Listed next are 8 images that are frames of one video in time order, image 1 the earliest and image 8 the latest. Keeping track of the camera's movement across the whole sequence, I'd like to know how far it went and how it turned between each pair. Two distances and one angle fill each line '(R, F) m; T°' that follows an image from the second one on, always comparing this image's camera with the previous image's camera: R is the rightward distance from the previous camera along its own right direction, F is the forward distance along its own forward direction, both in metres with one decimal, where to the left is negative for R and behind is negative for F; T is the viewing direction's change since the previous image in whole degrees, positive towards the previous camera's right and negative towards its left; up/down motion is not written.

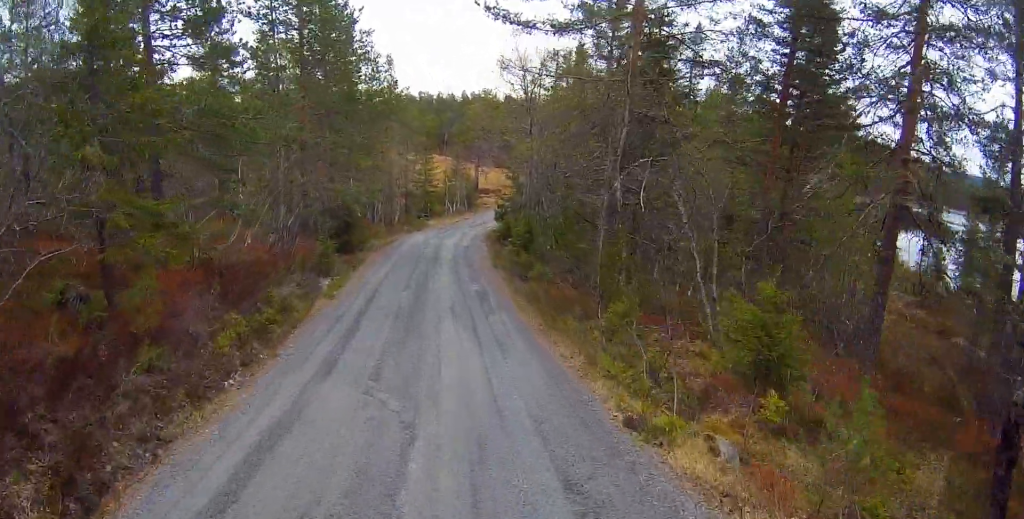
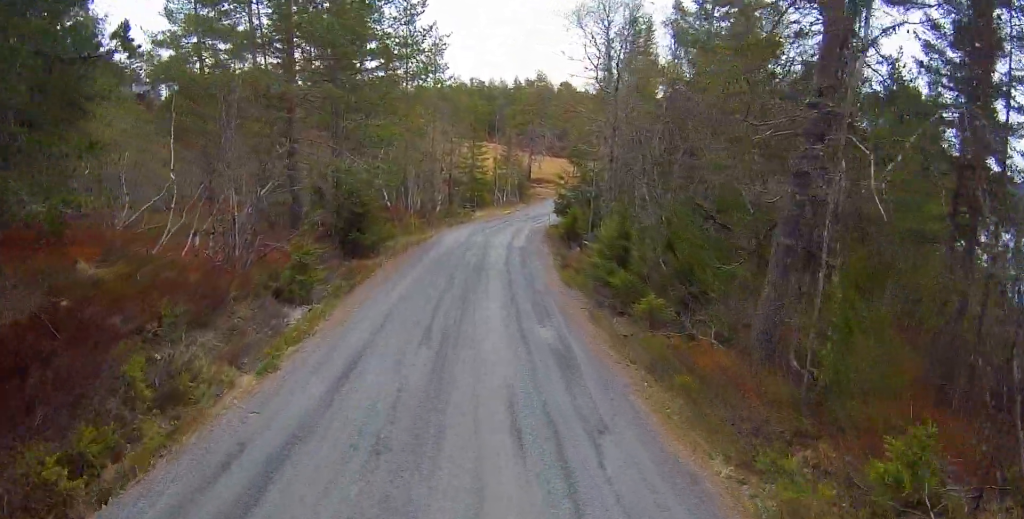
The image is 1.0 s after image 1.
(-0.7, +6.9) m; -8°
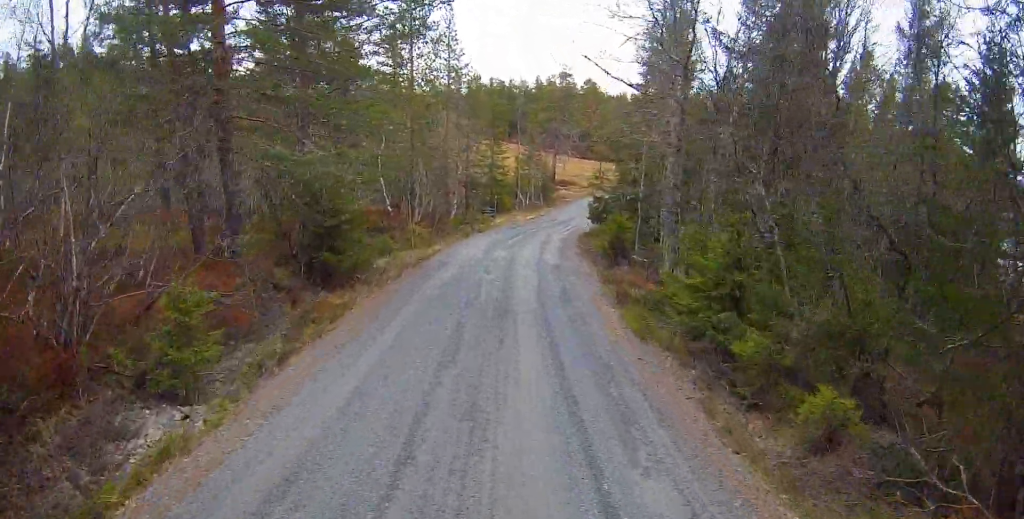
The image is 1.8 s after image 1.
(-0.1, +5.2) m; -1°
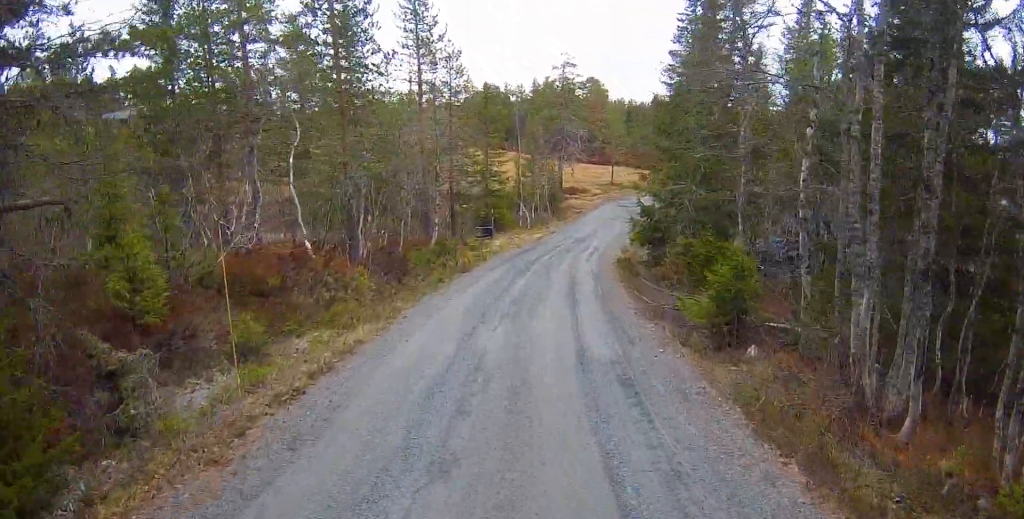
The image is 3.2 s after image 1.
(+0.2, +9.4) m; +5°
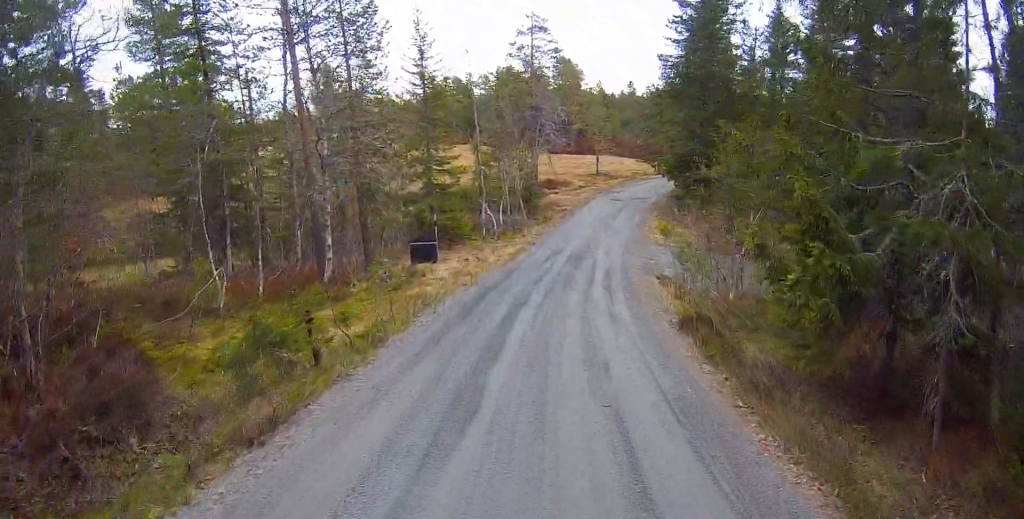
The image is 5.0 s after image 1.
(+0.1, +11.0) m; +1°
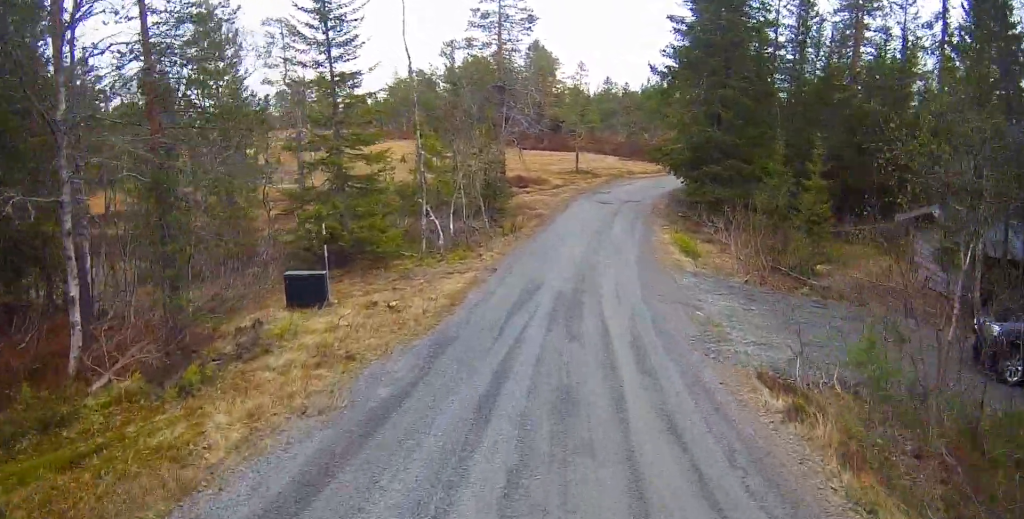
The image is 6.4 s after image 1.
(+0.6, +8.5) m; +5°
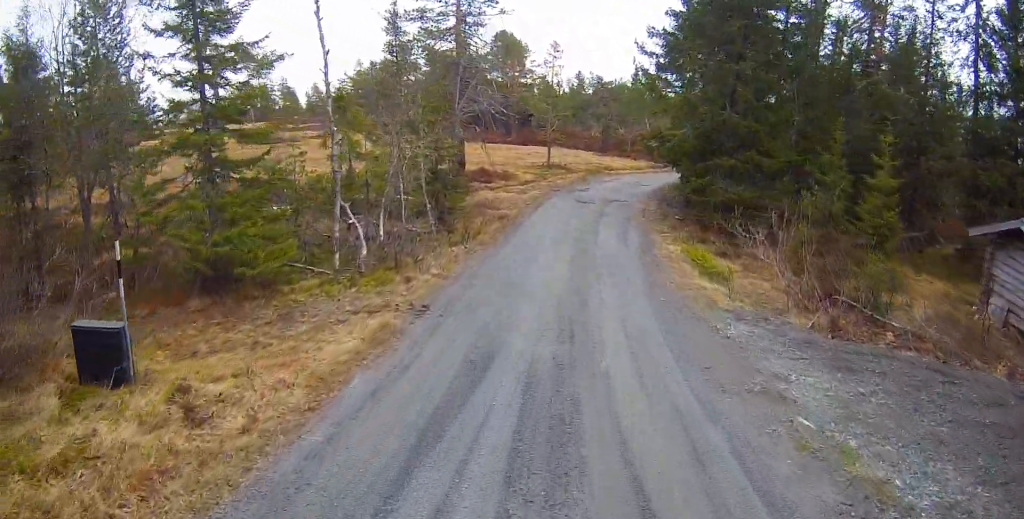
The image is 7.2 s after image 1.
(0.0, +5.3) m; +1°
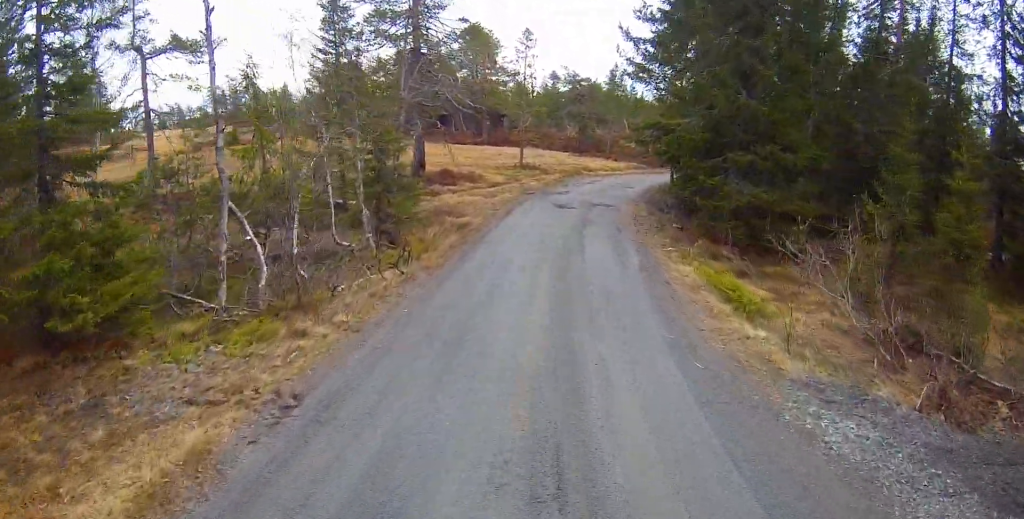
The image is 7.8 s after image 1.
(+0.1, +3.9) m; +1°
